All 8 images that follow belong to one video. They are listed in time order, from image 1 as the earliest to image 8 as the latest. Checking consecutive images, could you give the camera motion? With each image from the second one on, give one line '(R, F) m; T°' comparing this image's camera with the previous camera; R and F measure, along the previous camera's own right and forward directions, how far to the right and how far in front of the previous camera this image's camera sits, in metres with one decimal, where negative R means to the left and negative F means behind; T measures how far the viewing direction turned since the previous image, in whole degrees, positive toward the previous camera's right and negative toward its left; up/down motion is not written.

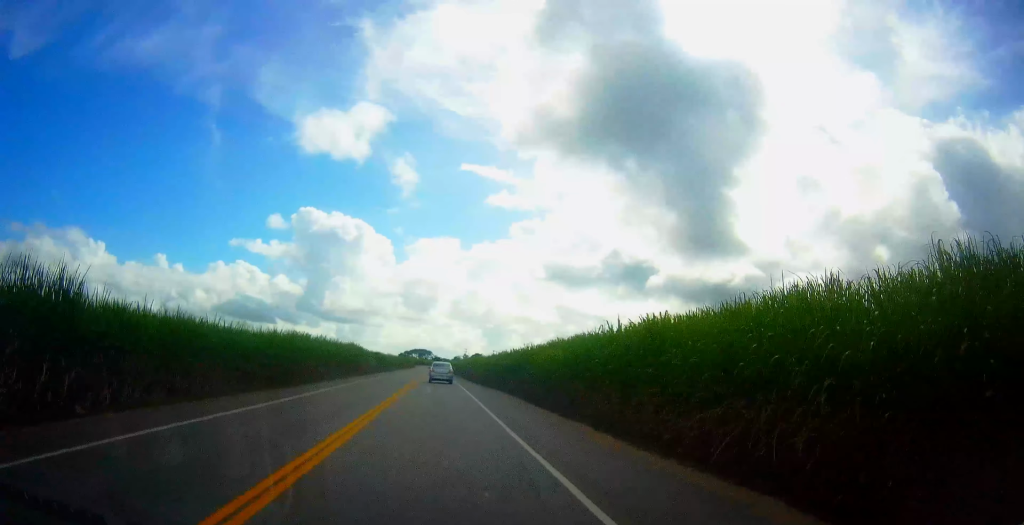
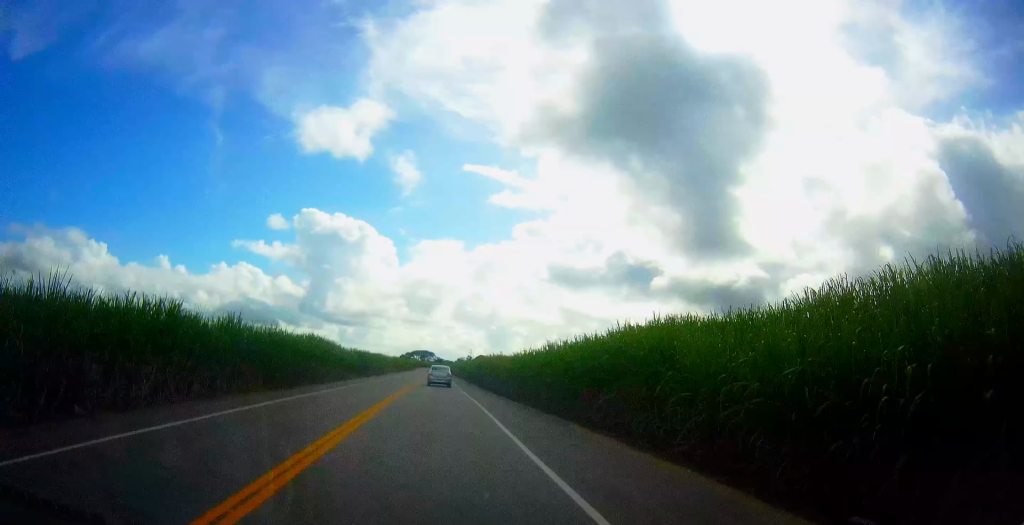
(-0.1, +18.5) m; 0°
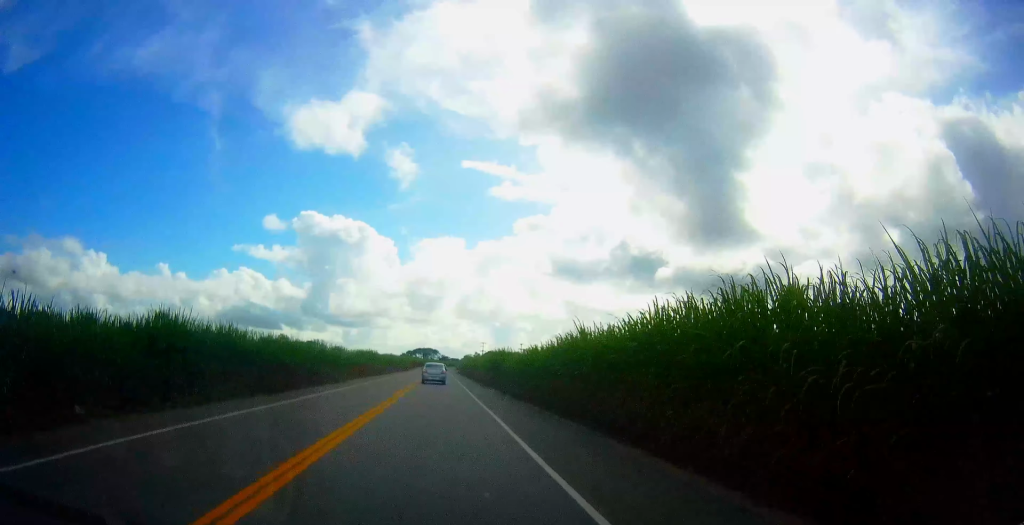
(+0.3, +46.4) m; 0°
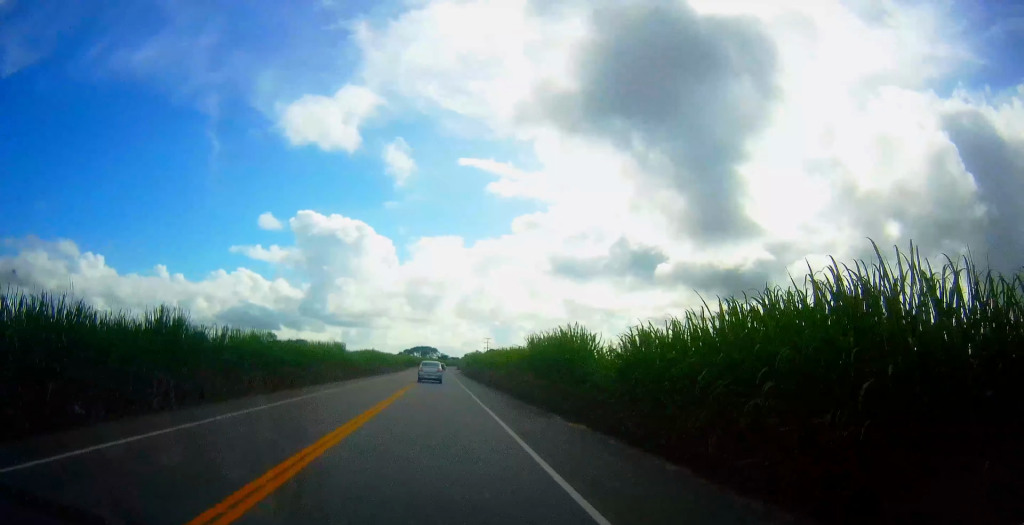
(-0.1, +22.8) m; -1°
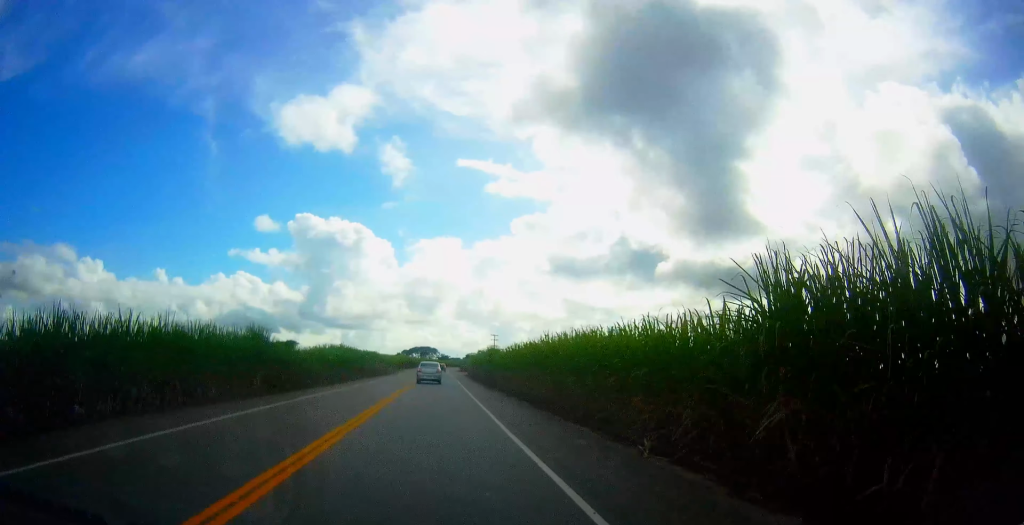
(-0.2, +21.6) m; -1°
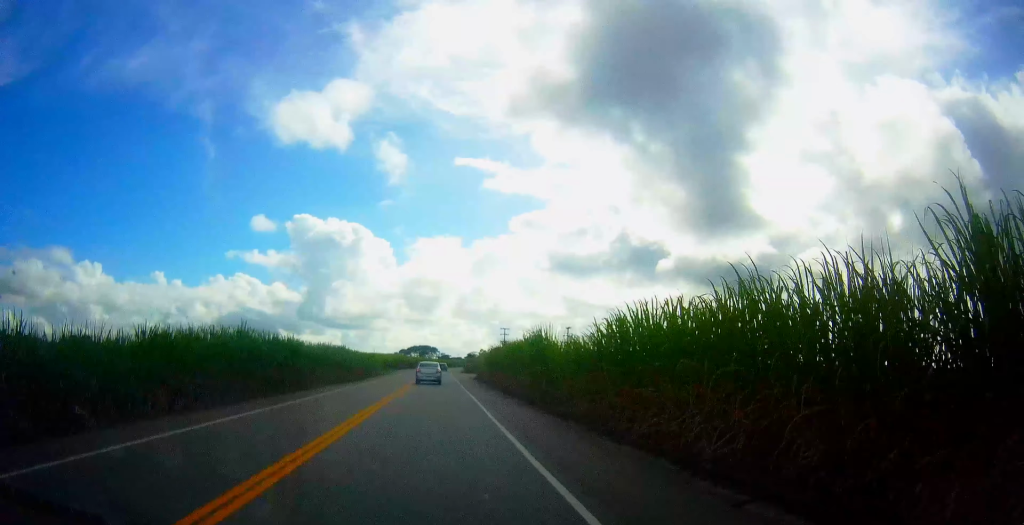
(-0.2, +24.3) m; 0°
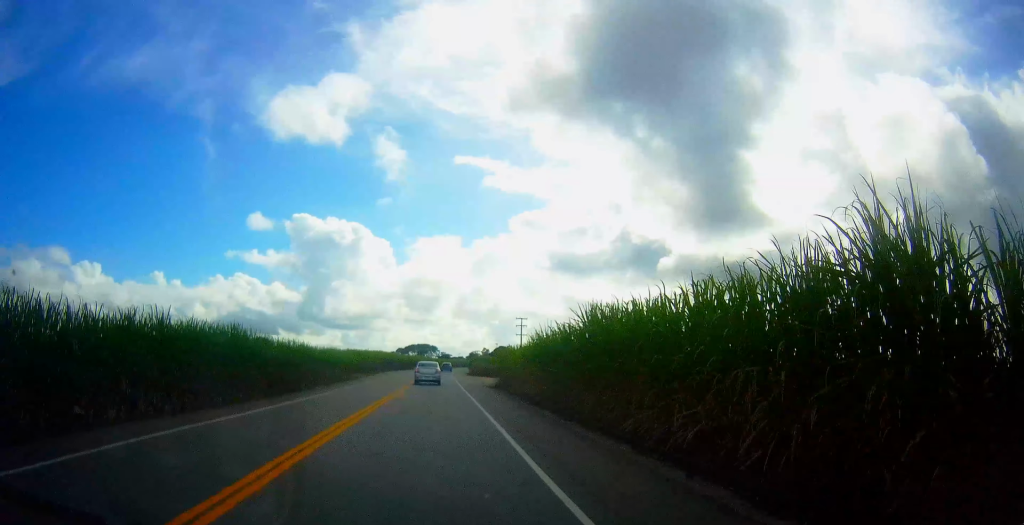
(+0.2, +26.9) m; 0°
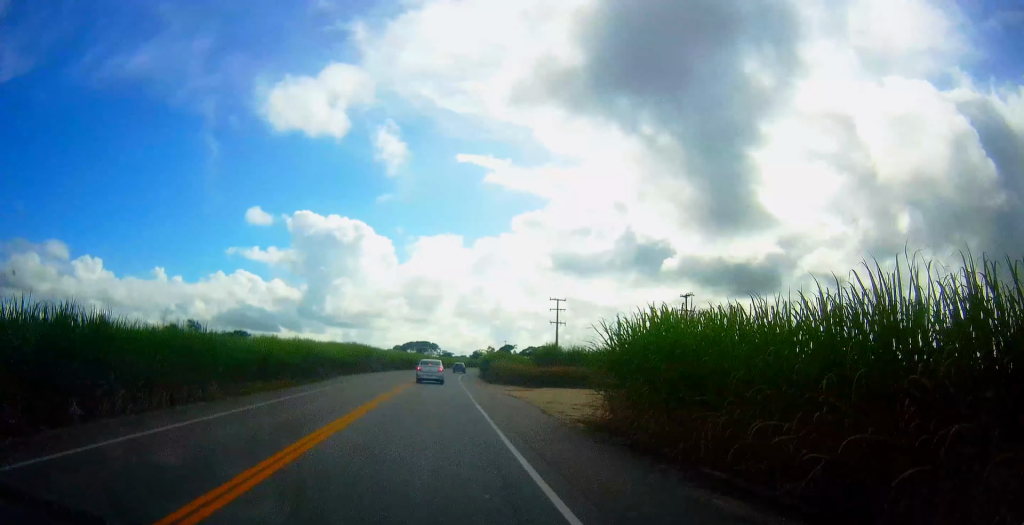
(0.0, +30.5) m; 0°
